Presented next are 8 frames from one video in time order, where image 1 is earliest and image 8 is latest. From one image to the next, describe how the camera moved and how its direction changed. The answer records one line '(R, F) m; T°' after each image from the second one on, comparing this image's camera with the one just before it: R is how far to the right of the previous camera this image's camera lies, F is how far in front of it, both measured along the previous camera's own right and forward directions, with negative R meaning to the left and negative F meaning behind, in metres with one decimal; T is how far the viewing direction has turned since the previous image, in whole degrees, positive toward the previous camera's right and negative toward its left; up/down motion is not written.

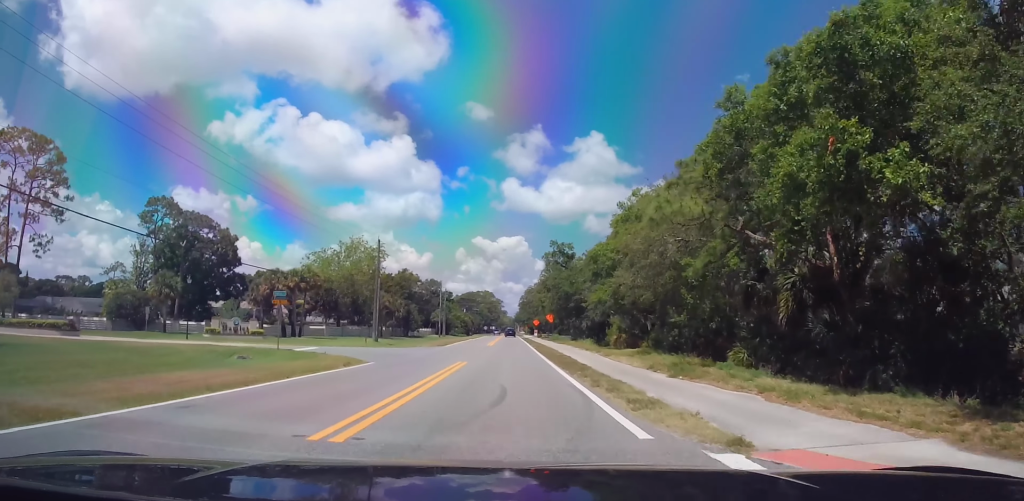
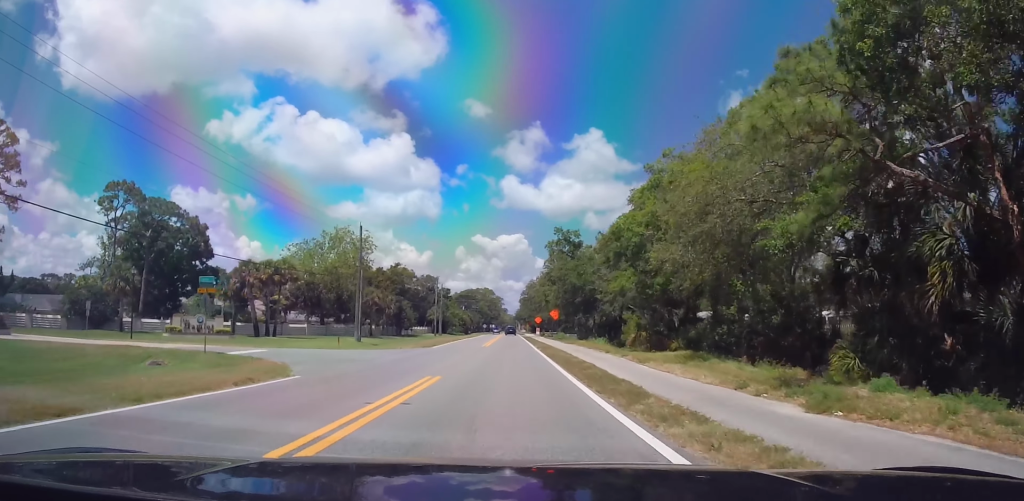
(0.0, +9.3) m; -1°
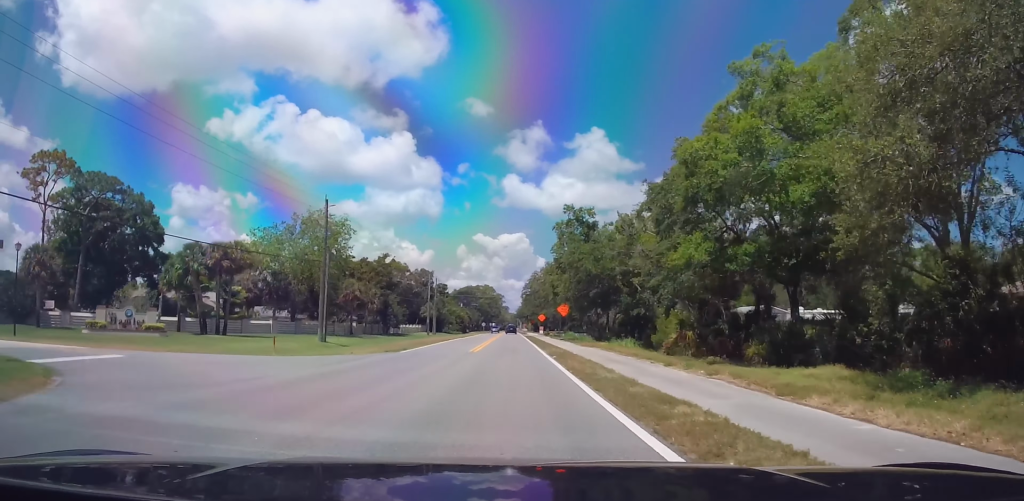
(-0.2, +13.5) m; -1°
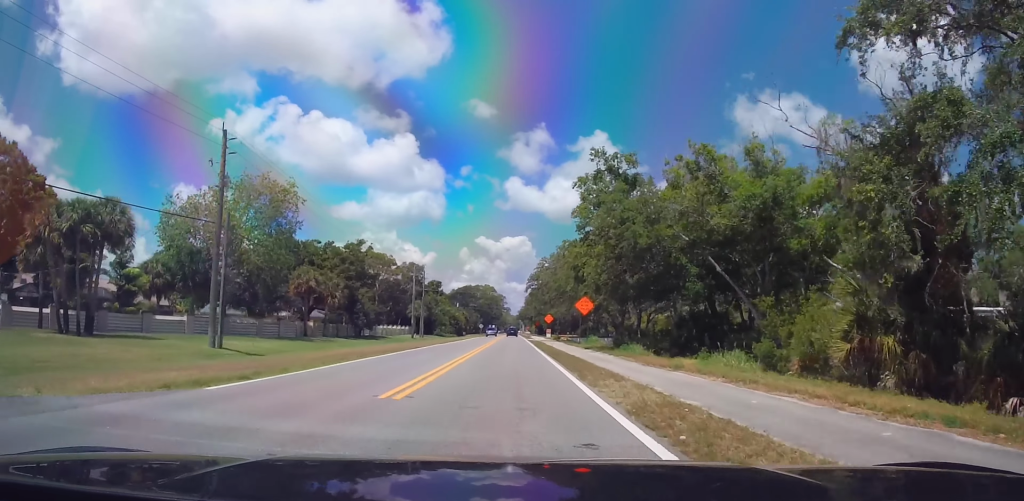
(+0.1, +21.2) m; 0°
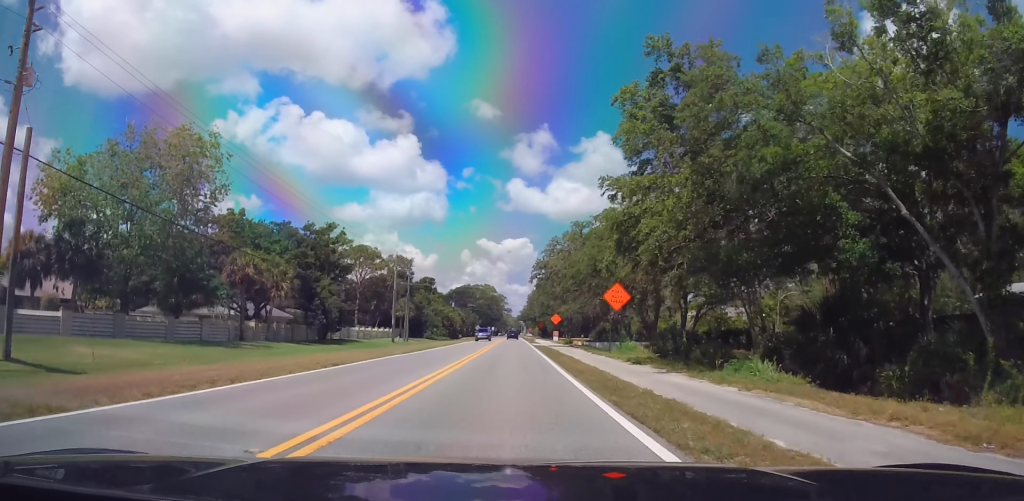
(-0.3, +17.3) m; 0°
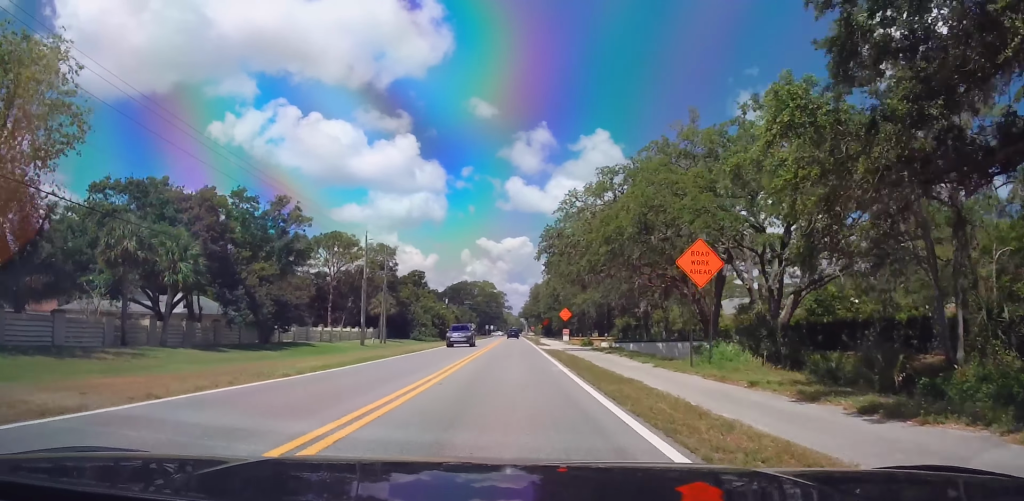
(+0.4, +17.7) m; 0°
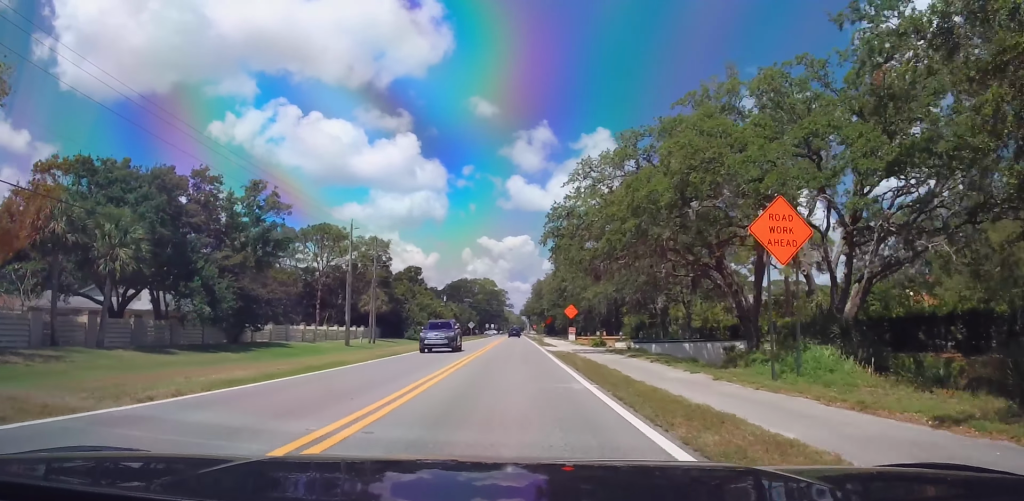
(-0.2, +6.7) m; 0°
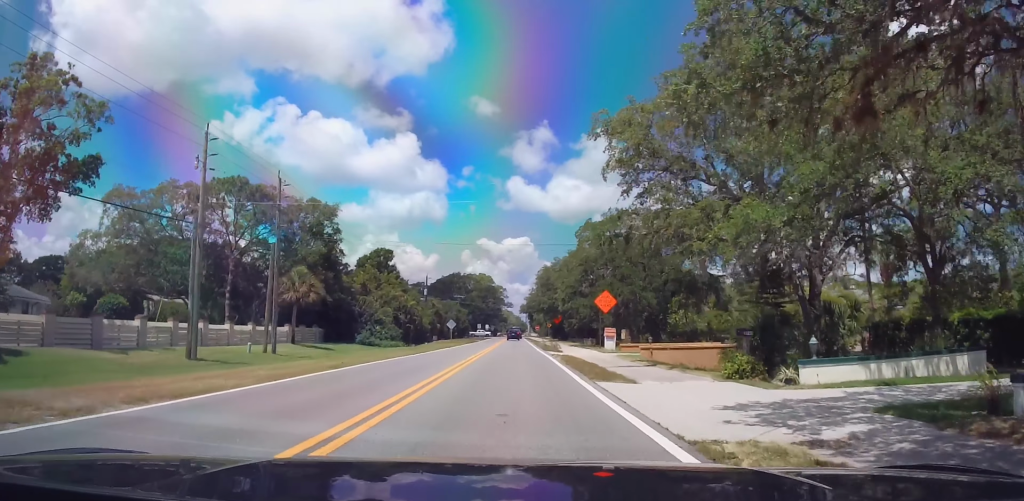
(0.0, +30.4) m; 0°
